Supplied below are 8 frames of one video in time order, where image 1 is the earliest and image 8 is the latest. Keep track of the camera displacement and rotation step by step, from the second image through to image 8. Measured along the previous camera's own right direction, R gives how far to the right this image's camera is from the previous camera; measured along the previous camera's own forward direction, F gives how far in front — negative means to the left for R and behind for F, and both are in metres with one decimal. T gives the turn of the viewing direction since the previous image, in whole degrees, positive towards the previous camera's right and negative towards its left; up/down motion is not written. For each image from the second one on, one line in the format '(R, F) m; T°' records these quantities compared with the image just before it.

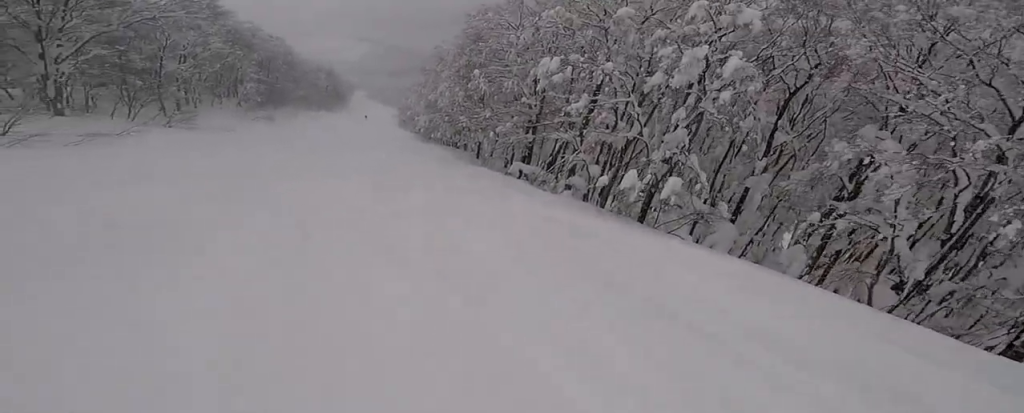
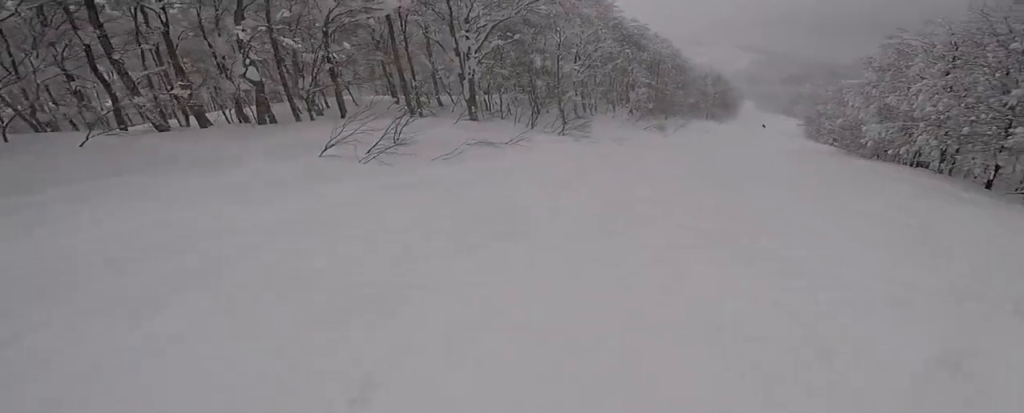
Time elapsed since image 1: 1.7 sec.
(-1.8, +6.7) m; -37°
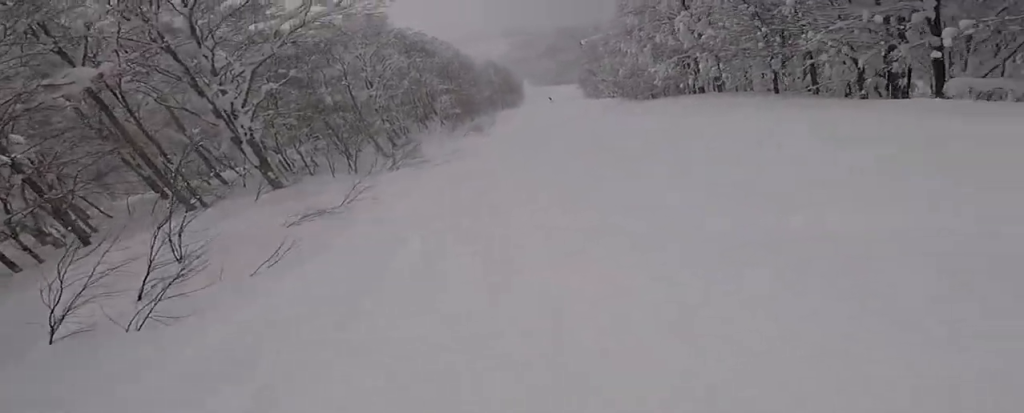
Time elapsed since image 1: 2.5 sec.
(-1.2, +3.1) m; +20°
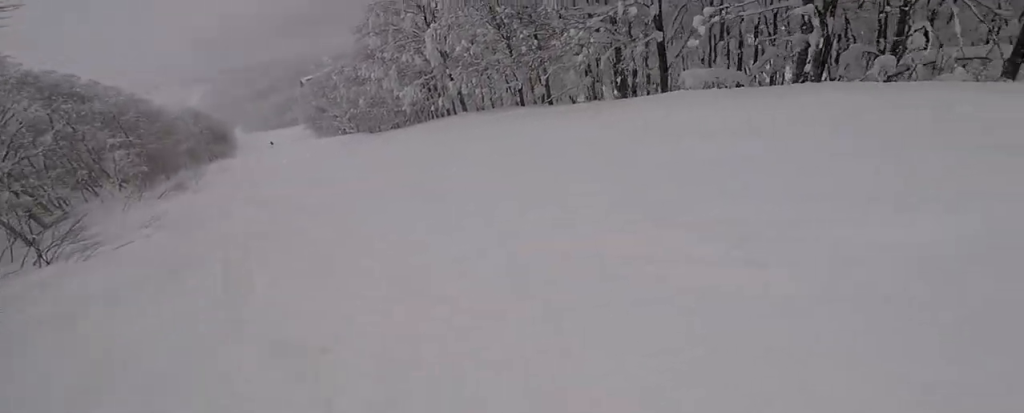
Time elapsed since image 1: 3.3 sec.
(+1.4, +2.8) m; +26°
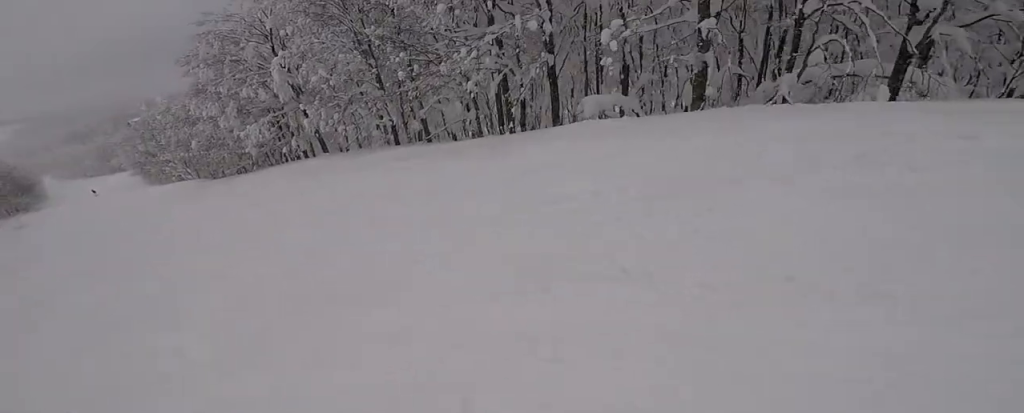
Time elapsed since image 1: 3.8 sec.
(+0.8, +2.7) m; +13°
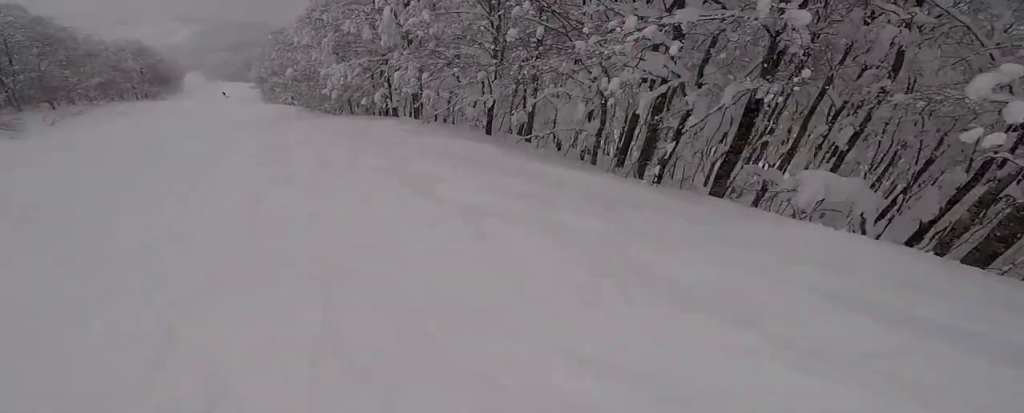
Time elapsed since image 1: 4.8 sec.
(-0.3, +4.8) m; -10°
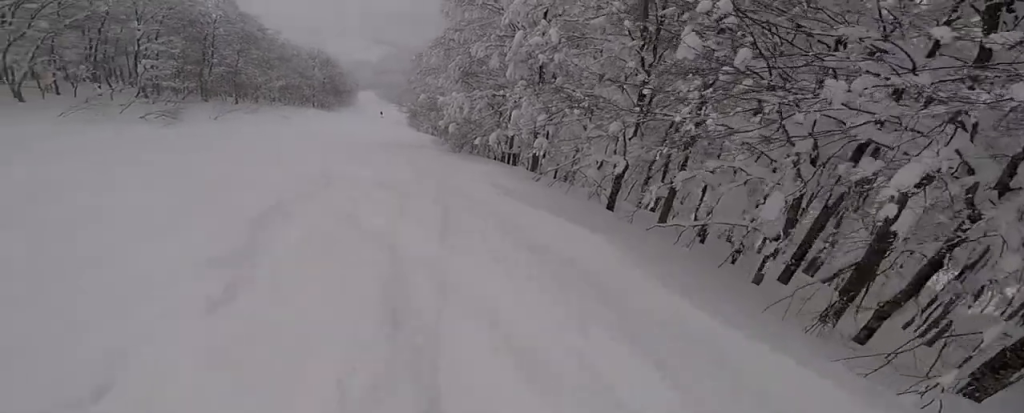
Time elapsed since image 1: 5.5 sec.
(-0.4, +3.7) m; -5°
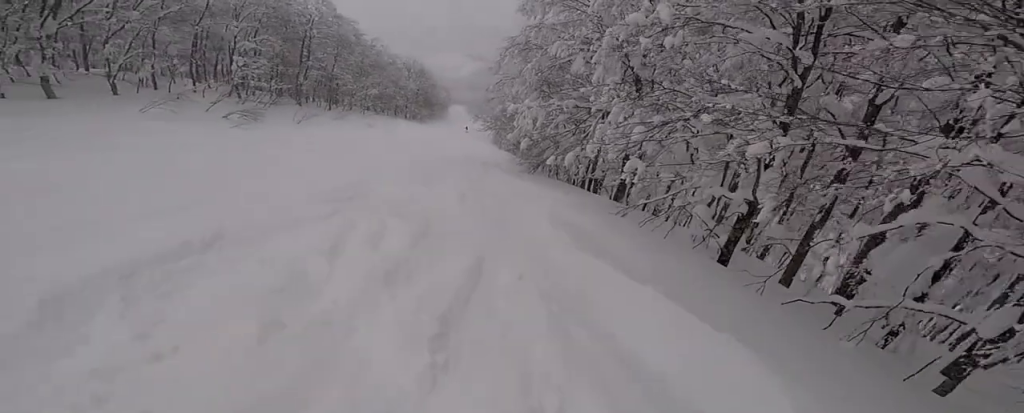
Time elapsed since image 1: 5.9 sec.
(-0.1, +2.5) m; -5°
